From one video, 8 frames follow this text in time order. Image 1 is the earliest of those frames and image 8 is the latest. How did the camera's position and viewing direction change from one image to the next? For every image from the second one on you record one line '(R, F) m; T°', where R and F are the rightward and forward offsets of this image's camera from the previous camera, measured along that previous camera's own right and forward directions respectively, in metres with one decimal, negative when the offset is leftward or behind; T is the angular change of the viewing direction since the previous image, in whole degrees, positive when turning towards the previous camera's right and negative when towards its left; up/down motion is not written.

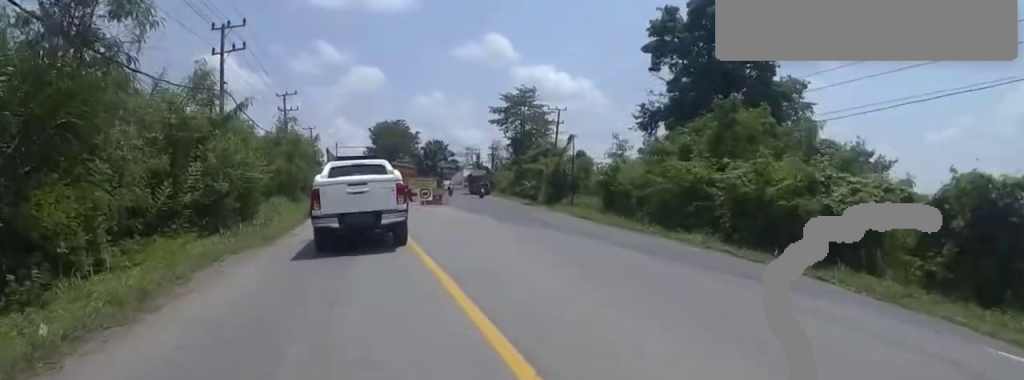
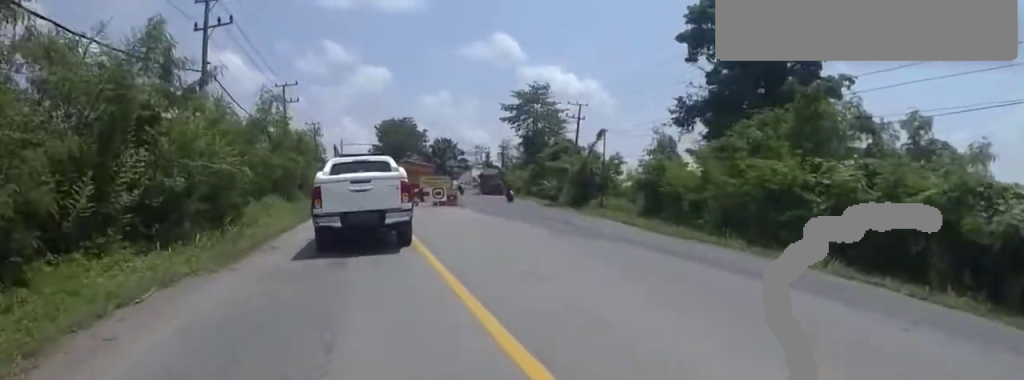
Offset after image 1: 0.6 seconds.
(-0.1, +3.6) m; -1°
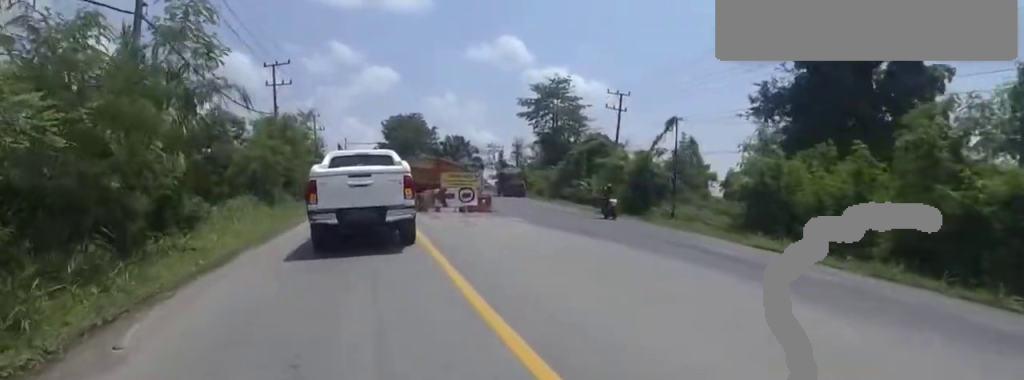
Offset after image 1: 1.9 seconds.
(+0.1, +7.2) m; +2°
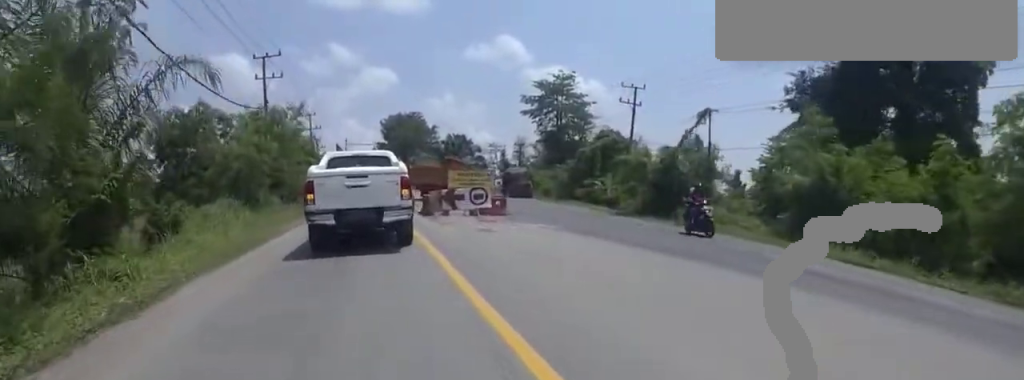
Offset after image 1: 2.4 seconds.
(0.0, +2.9) m; -2°
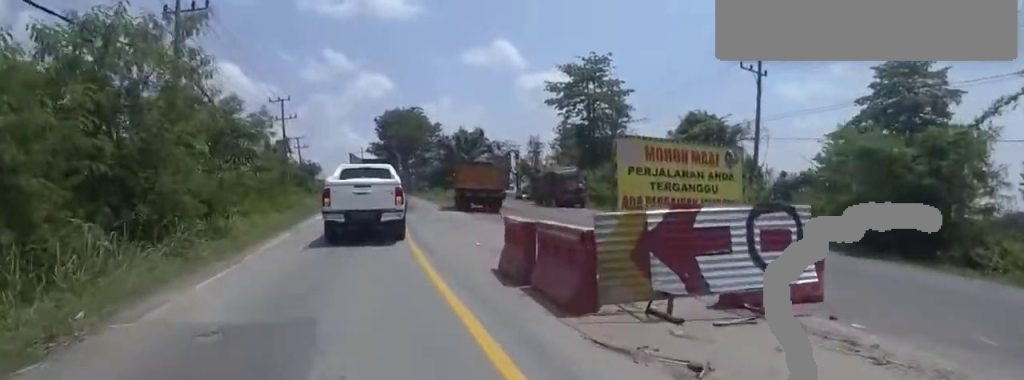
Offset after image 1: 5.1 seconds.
(+0.1, +15.1) m; +10°
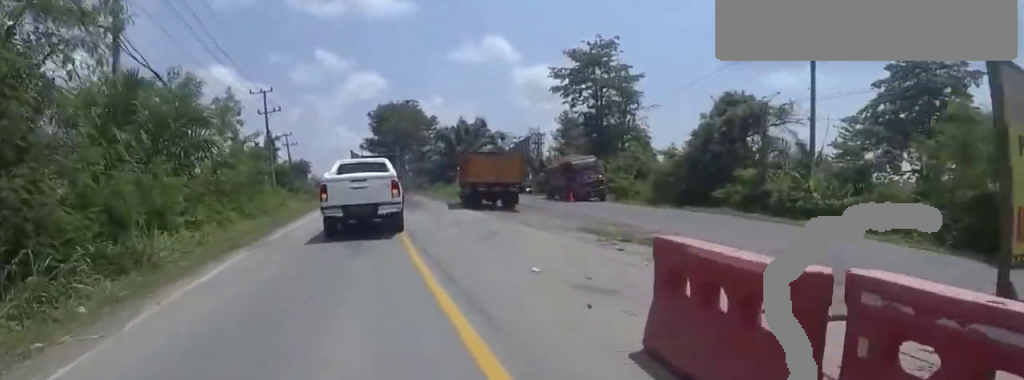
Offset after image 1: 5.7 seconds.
(-0.3, +3.9) m; -5°
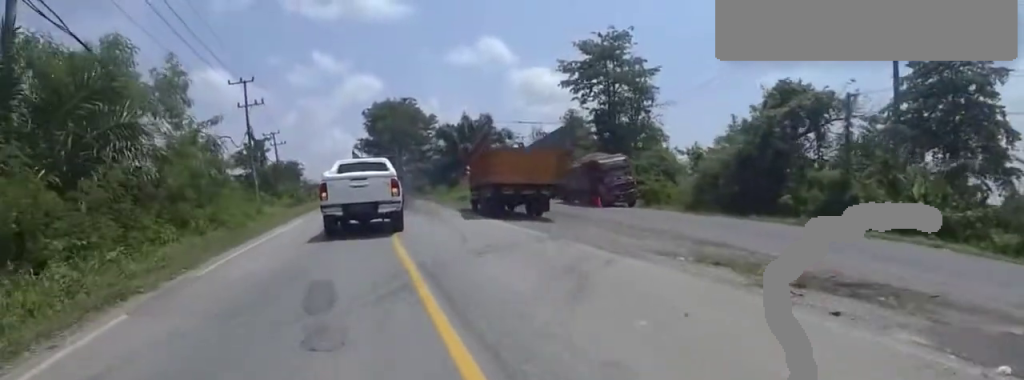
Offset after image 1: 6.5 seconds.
(-0.3, +4.3) m; -6°
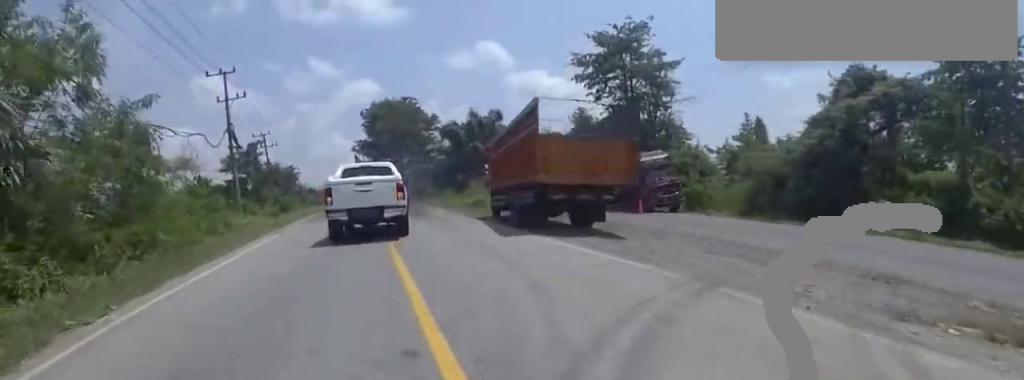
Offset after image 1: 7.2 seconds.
(-0.1, +4.2) m; -4°
